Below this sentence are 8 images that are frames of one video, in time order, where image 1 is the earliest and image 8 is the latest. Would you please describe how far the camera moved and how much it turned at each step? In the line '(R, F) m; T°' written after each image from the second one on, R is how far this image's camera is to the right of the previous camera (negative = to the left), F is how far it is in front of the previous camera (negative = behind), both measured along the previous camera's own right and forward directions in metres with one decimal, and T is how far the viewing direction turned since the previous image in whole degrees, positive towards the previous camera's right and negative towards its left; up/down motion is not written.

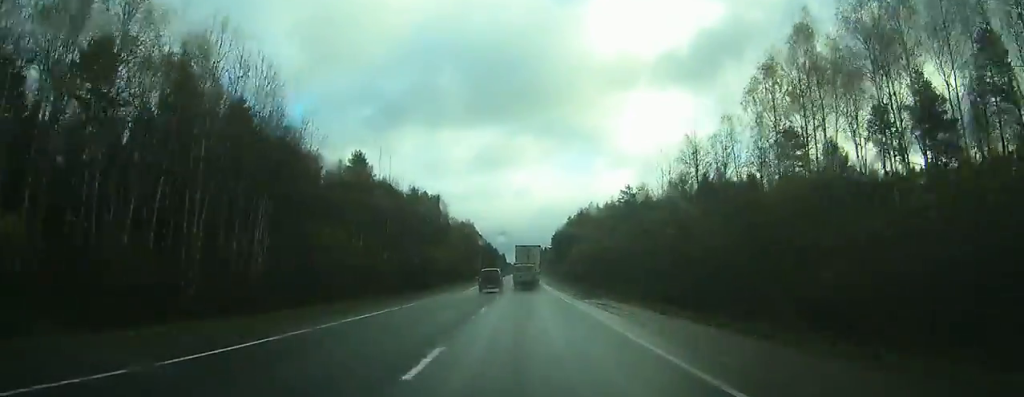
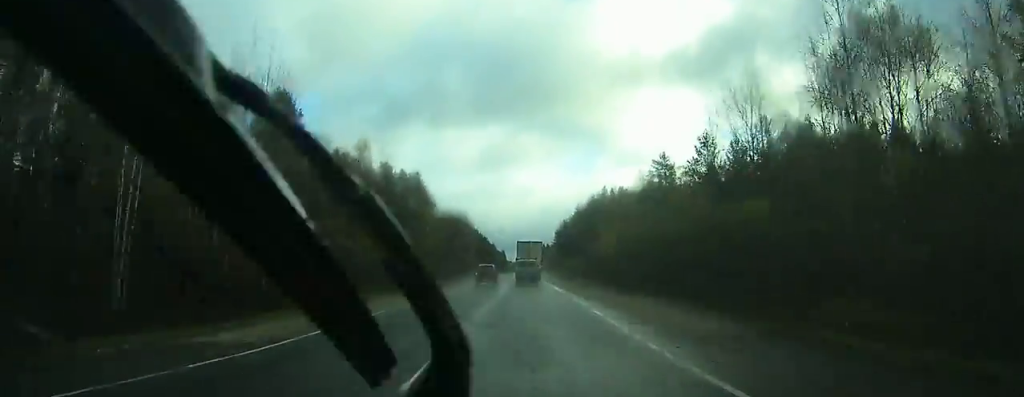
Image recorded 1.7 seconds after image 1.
(+0.1, +36.1) m; 0°
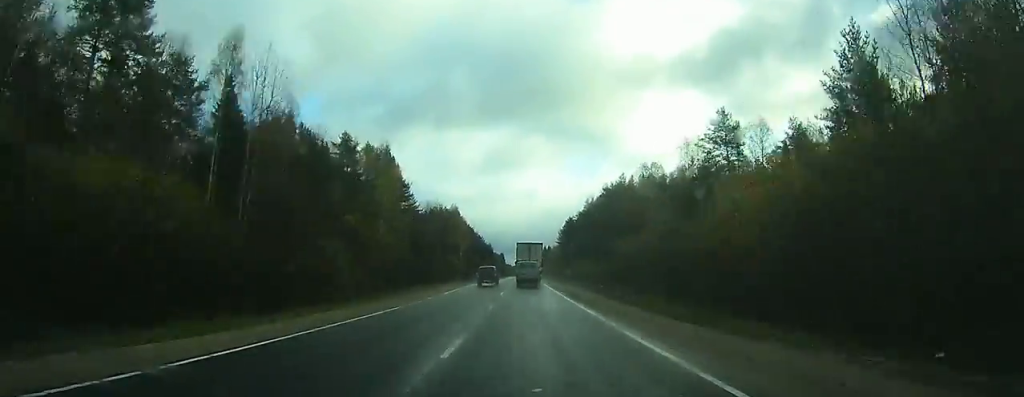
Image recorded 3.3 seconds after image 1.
(-0.1, +32.7) m; 0°
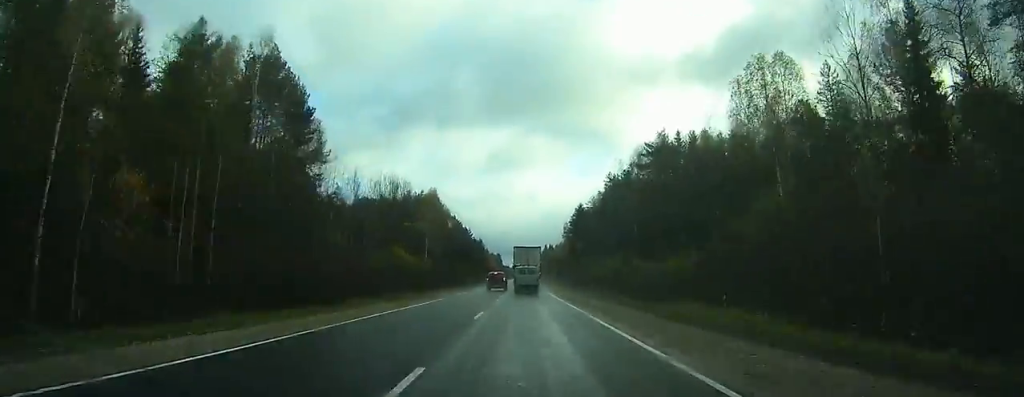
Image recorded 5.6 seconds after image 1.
(-0.2, +50.5) m; 0°
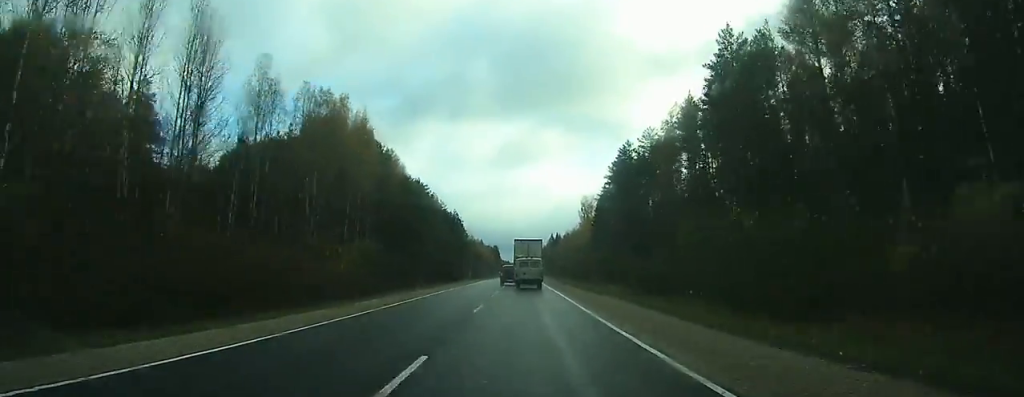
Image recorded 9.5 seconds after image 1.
(+0.3, +83.2) m; +1°
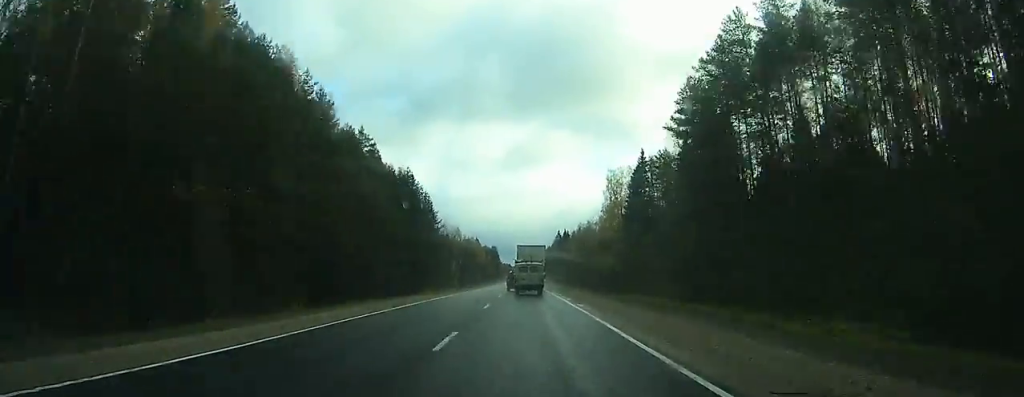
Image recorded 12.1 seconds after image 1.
(-0.1, +56.6) m; 0°
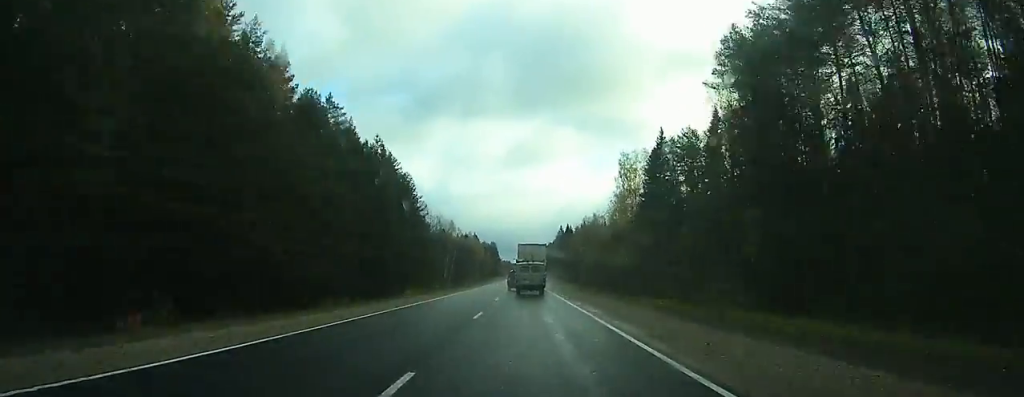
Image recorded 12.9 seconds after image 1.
(0.0, +16.9) m; 0°
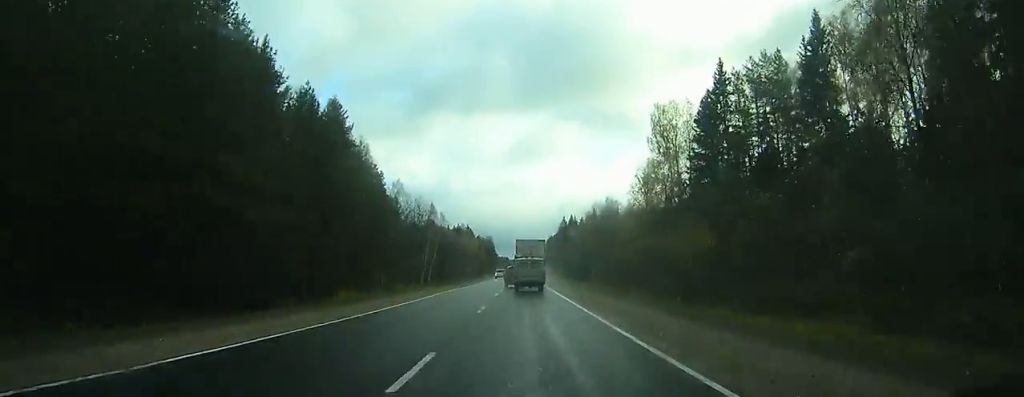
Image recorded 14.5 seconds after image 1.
(0.0, +33.9) m; 0°
